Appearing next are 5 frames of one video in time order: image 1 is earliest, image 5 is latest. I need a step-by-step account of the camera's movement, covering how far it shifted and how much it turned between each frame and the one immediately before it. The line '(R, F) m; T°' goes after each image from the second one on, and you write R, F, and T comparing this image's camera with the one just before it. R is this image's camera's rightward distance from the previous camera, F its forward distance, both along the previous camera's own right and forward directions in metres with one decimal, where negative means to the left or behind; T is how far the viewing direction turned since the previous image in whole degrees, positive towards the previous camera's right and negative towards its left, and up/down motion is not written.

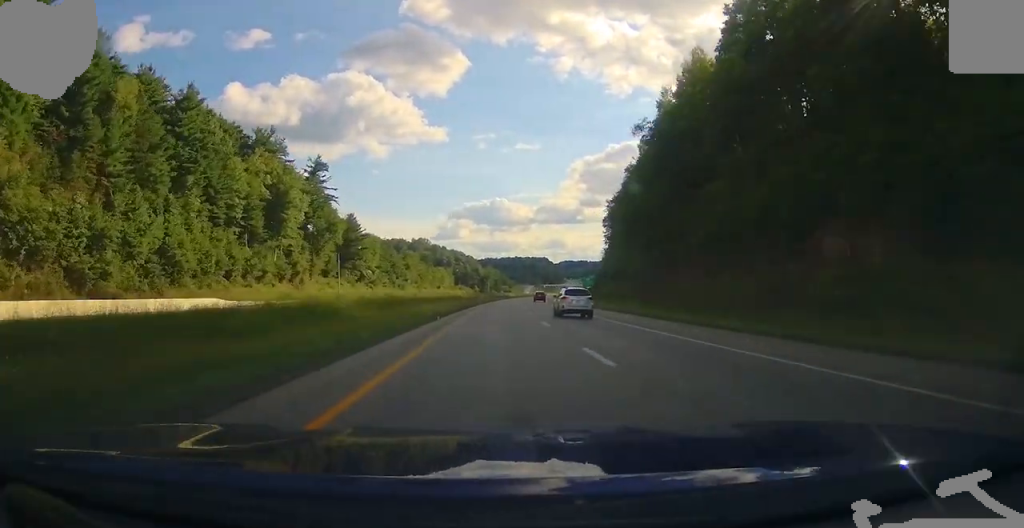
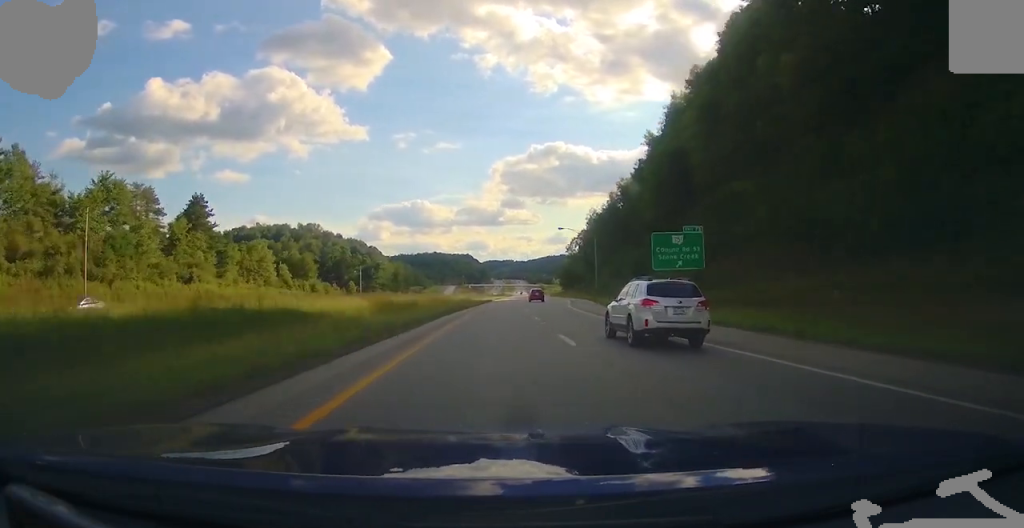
(+13.8, +167.0) m; +8°
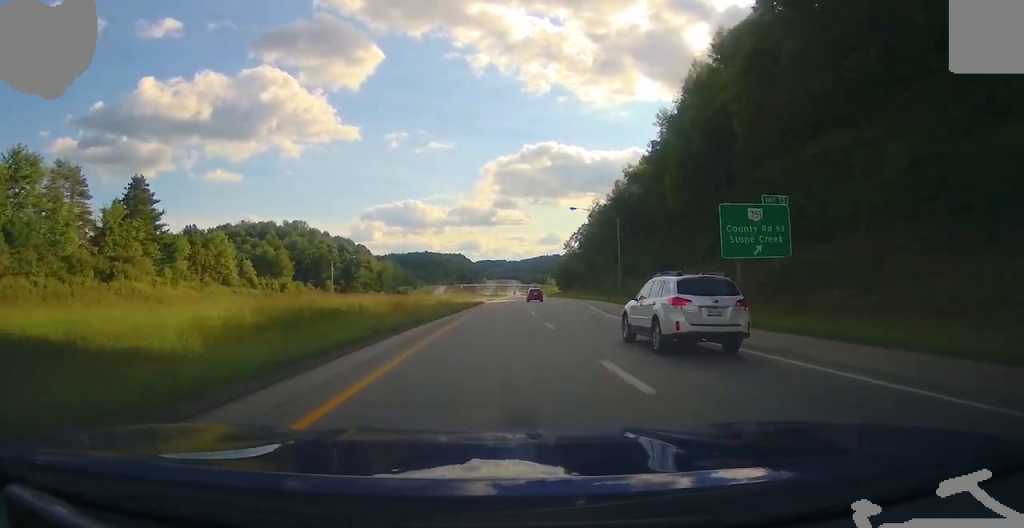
(+0.6, +19.1) m; +1°
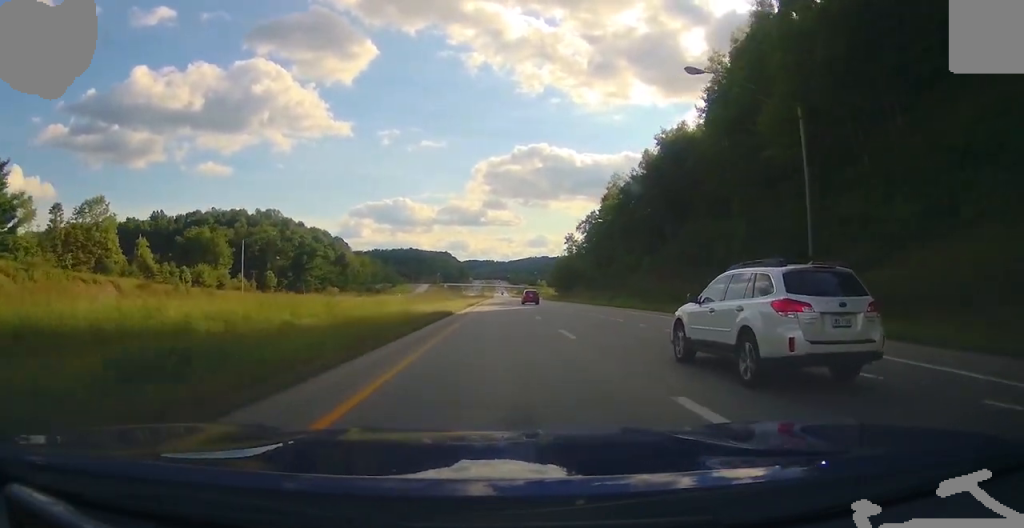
(+0.4, +40.5) m; +1°
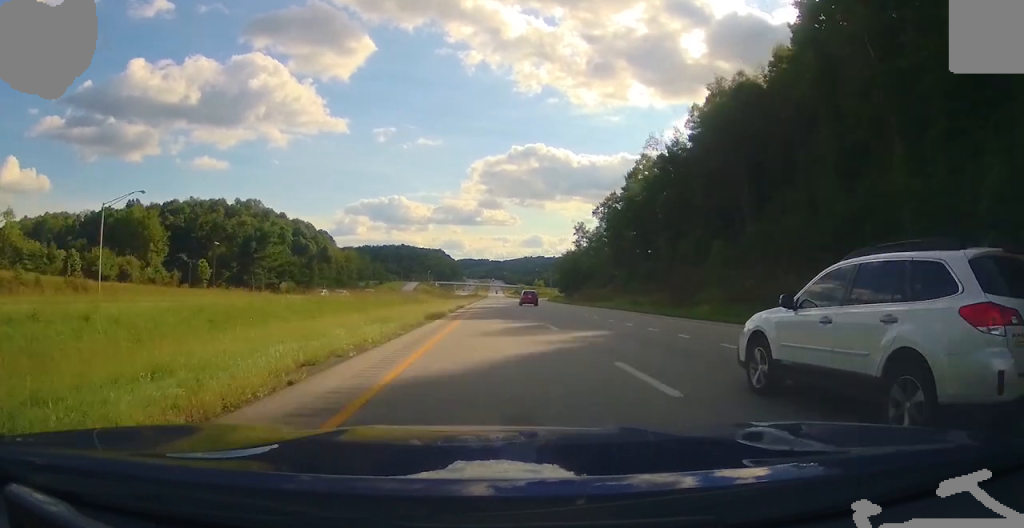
(+0.5, +33.0) m; +1°
